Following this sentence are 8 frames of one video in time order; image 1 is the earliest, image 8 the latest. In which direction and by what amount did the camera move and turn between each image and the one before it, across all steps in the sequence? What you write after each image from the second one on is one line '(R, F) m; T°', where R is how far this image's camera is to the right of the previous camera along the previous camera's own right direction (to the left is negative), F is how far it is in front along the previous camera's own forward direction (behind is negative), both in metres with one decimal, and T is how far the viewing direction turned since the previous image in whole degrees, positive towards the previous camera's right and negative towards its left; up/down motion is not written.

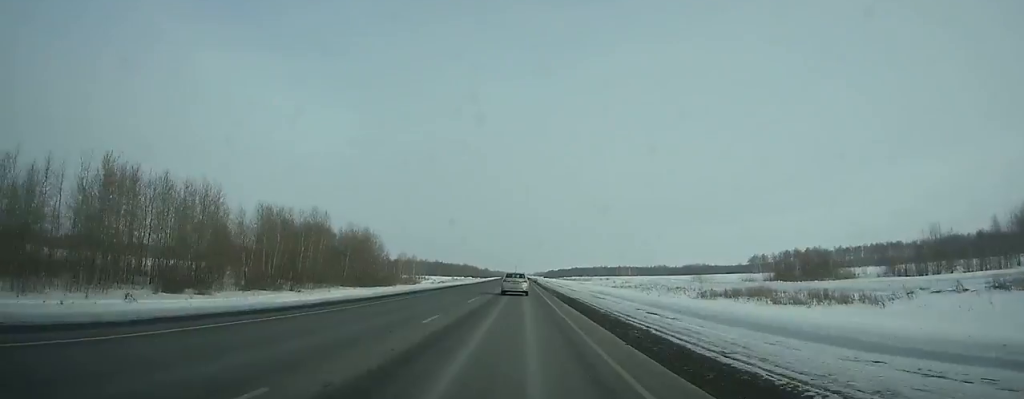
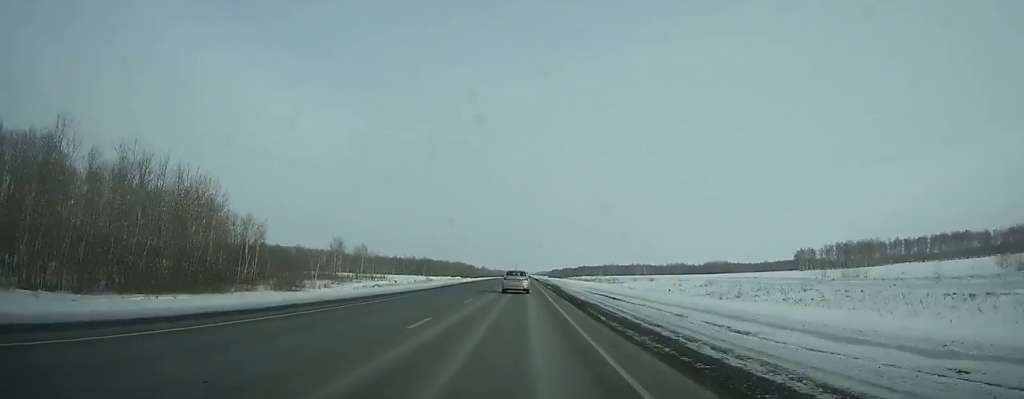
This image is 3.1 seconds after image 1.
(0.0, +85.0) m; 0°
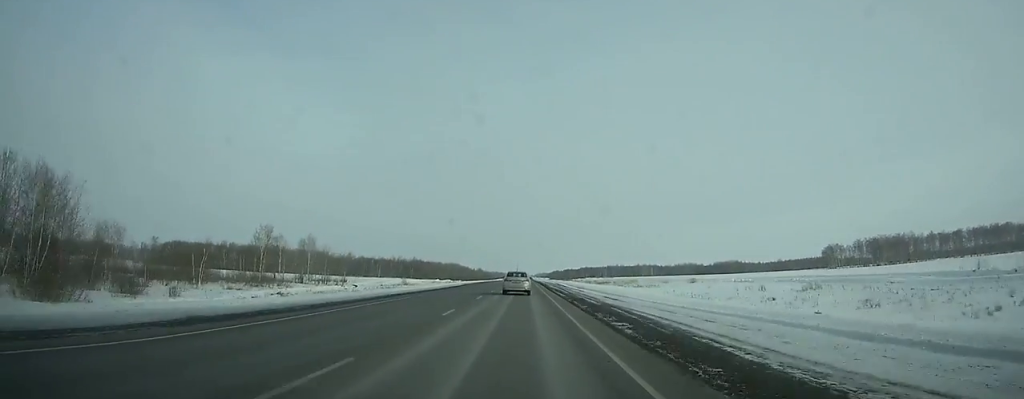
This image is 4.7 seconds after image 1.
(0.0, +44.4) m; 0°
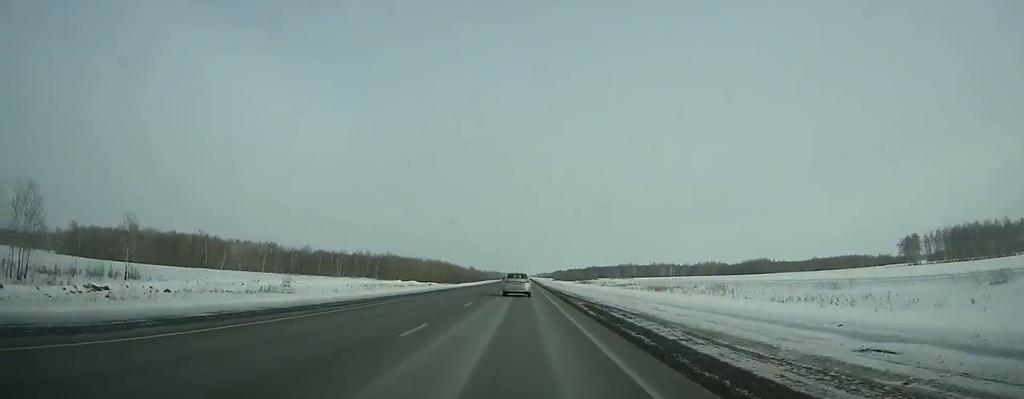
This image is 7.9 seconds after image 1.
(-0.1, +89.7) m; 0°
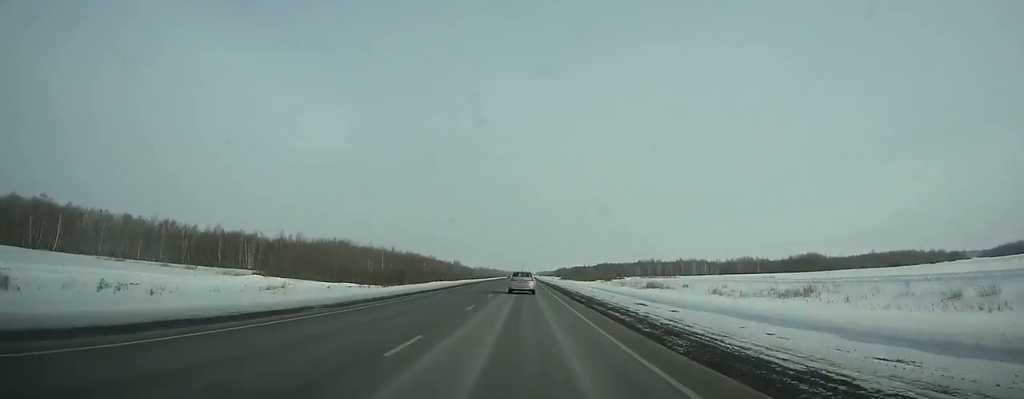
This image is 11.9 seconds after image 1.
(-0.1, +113.3) m; 0°
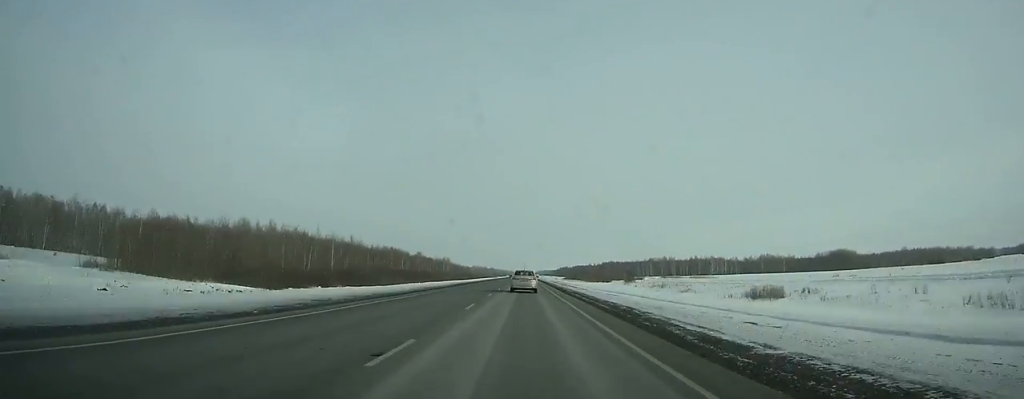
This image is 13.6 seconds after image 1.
(0.0, +48.6) m; 0°
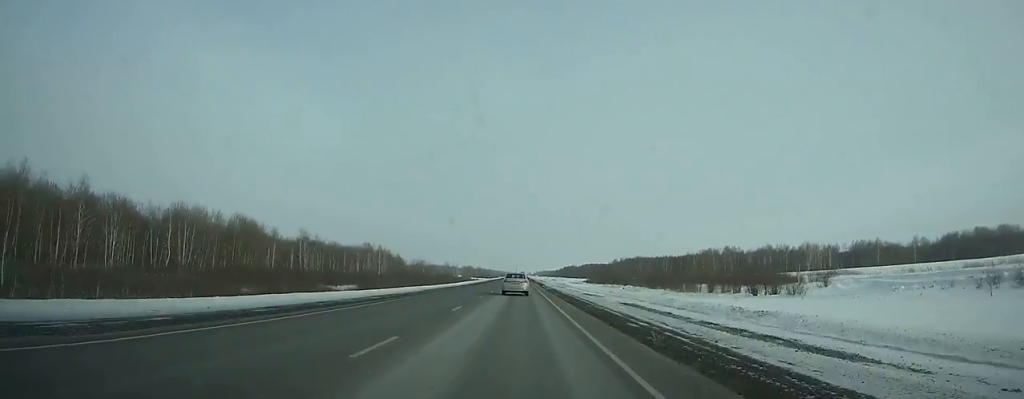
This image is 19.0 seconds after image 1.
(+0.8, +155.2) m; 0°
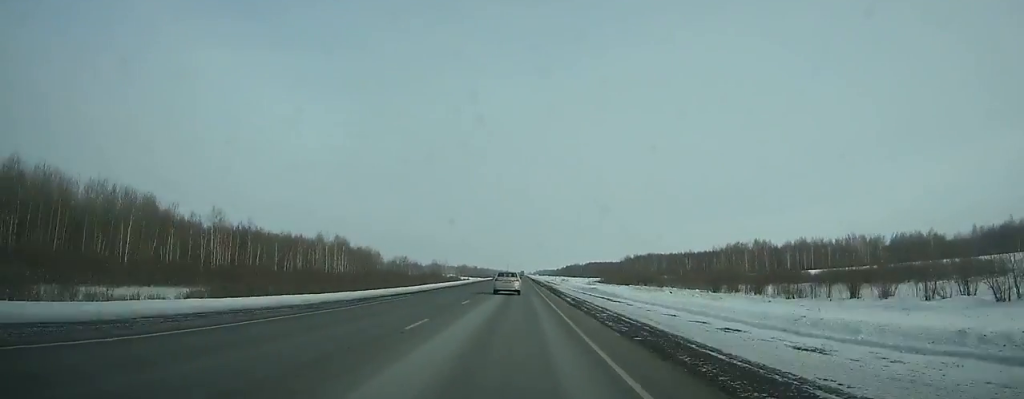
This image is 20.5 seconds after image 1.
(0.0, +43.1) m; 0°
